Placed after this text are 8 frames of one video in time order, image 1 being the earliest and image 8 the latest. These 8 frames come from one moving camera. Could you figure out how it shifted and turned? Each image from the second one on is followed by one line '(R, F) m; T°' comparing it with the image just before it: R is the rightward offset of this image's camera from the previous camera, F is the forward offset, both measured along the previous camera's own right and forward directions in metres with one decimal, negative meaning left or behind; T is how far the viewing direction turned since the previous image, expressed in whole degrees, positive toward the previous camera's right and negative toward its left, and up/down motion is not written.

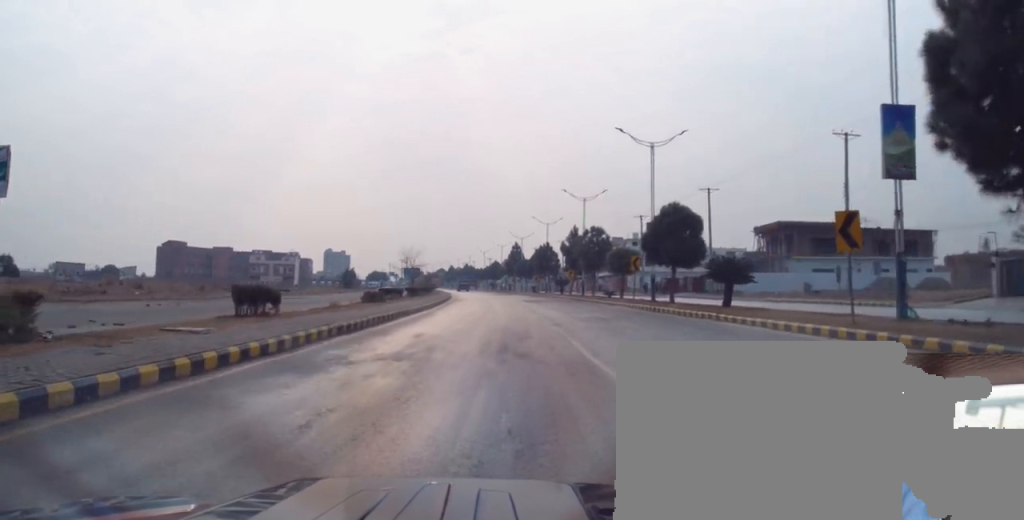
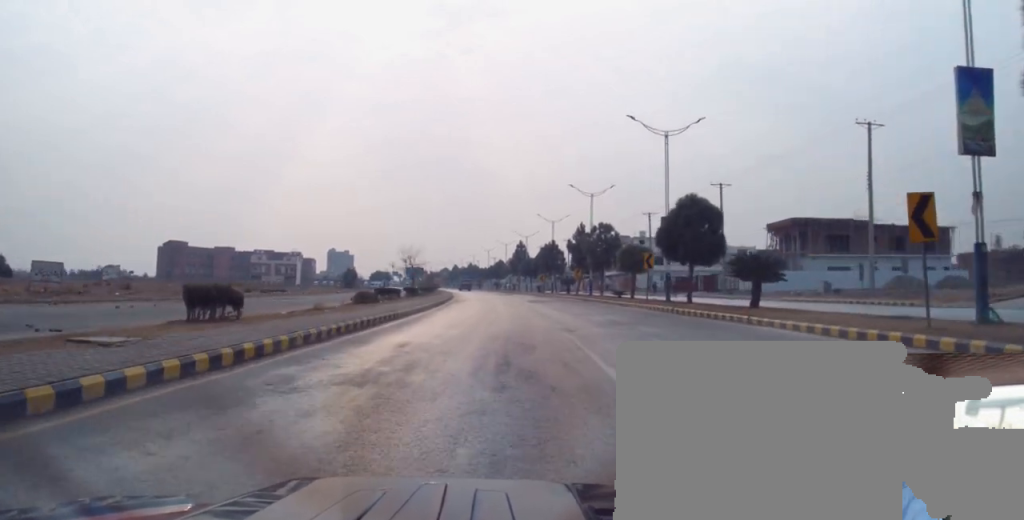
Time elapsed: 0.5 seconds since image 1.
(-0.1, +3.3) m; 0°
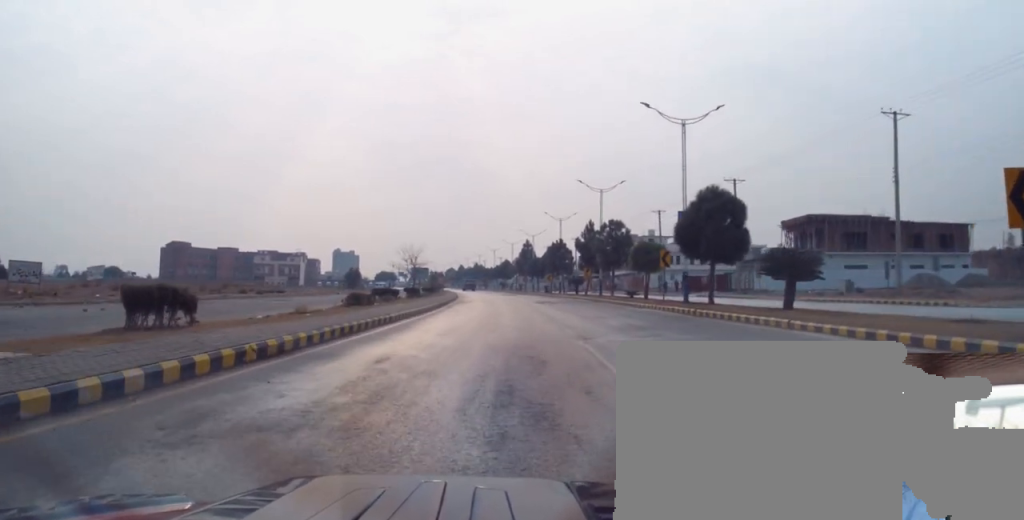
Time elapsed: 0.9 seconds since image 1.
(+0.2, +2.8) m; 0°
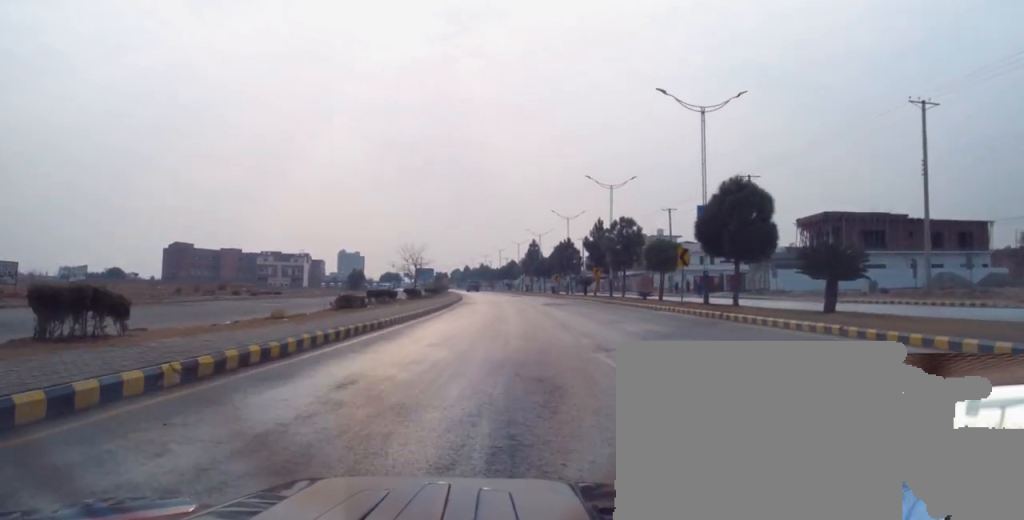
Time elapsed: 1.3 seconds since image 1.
(+0.2, +3.1) m; 0°
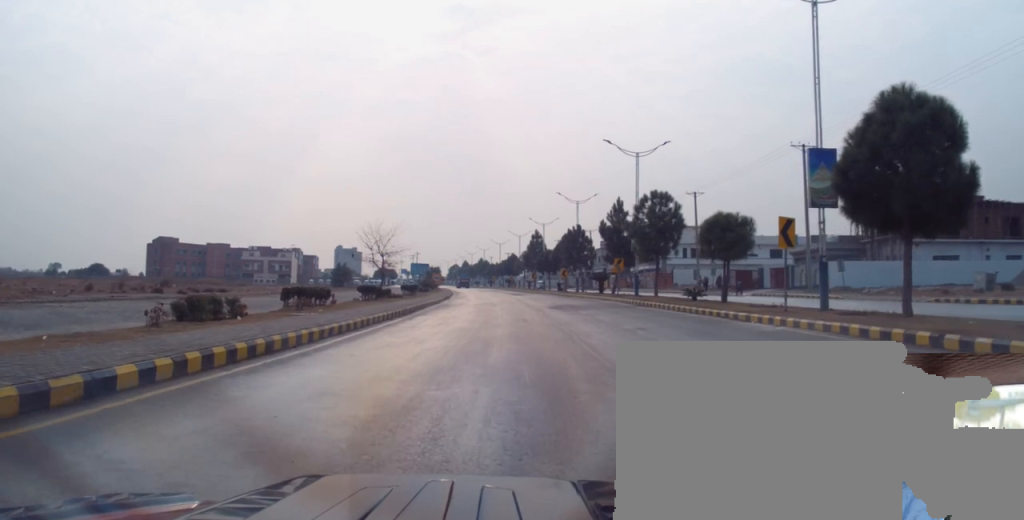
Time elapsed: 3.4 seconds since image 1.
(0.0, +14.3) m; -3°
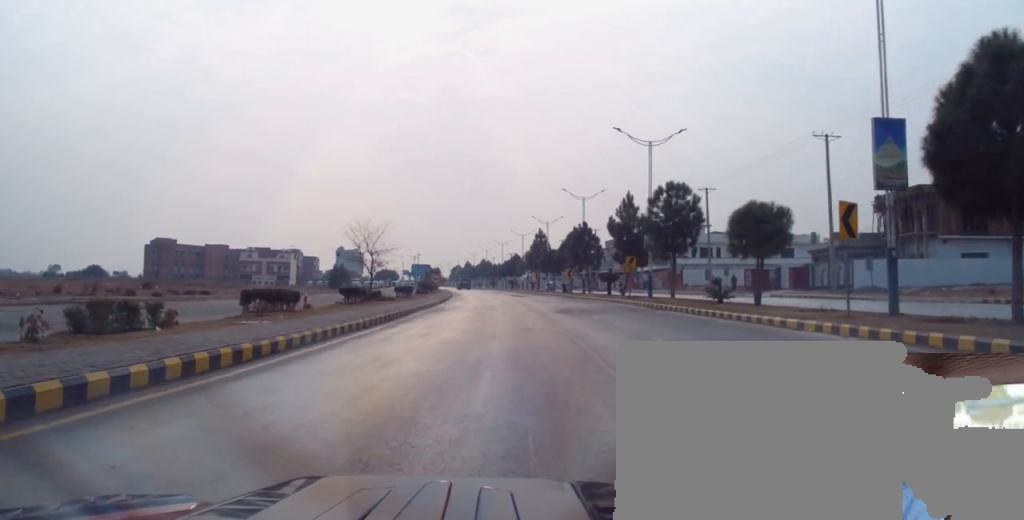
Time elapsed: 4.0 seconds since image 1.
(-0.4, +4.0) m; 0°
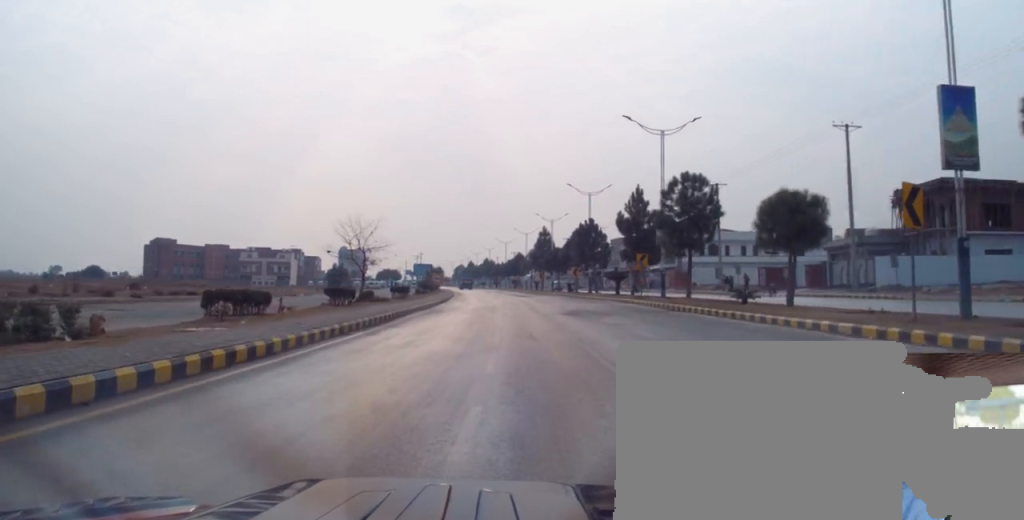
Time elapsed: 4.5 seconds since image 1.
(-0.3, +3.0) m; 0°
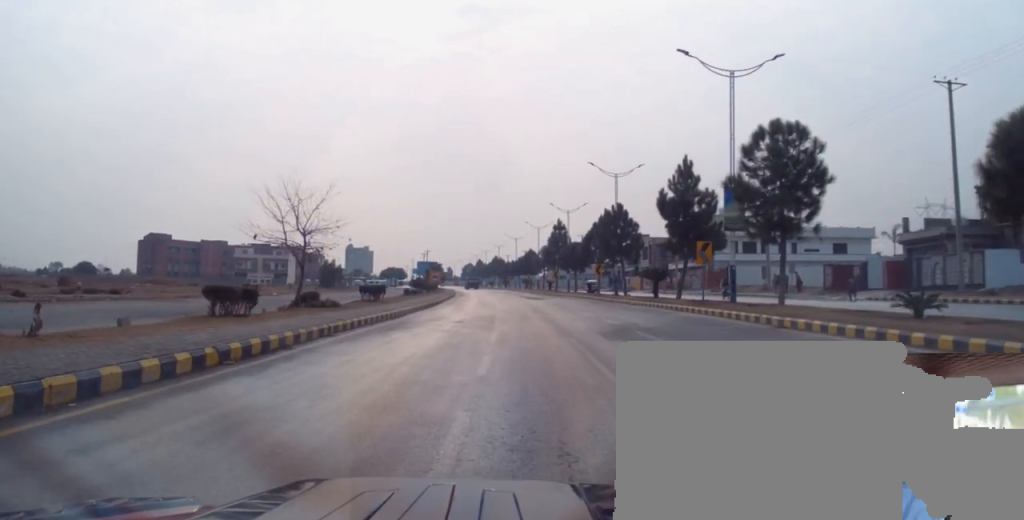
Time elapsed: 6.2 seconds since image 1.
(+0.6, +12.4) m; 0°
